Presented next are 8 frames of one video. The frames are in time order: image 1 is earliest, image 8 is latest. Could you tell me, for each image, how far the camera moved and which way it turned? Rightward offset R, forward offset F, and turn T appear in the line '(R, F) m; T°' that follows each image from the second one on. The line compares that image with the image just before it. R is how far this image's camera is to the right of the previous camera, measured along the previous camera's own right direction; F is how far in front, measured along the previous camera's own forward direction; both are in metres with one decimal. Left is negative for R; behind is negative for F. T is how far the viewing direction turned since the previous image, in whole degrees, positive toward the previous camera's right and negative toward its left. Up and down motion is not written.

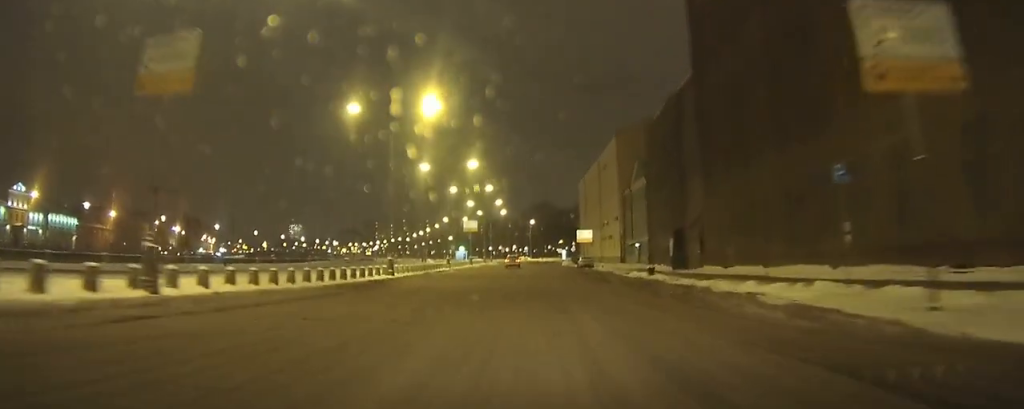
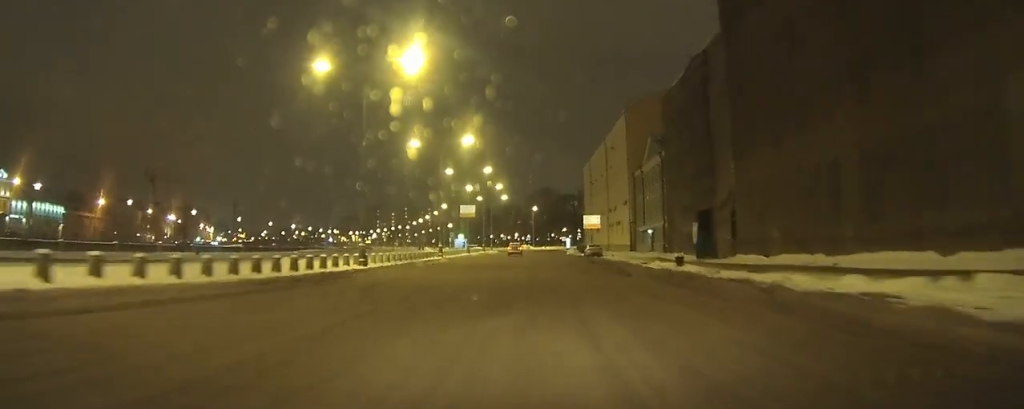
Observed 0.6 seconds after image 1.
(0.0, +5.2) m; -1°
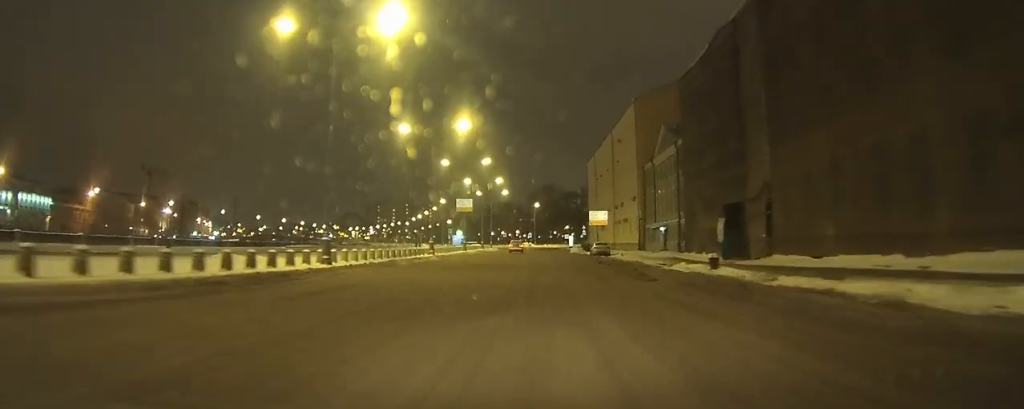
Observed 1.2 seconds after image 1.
(0.0, +4.2) m; -1°
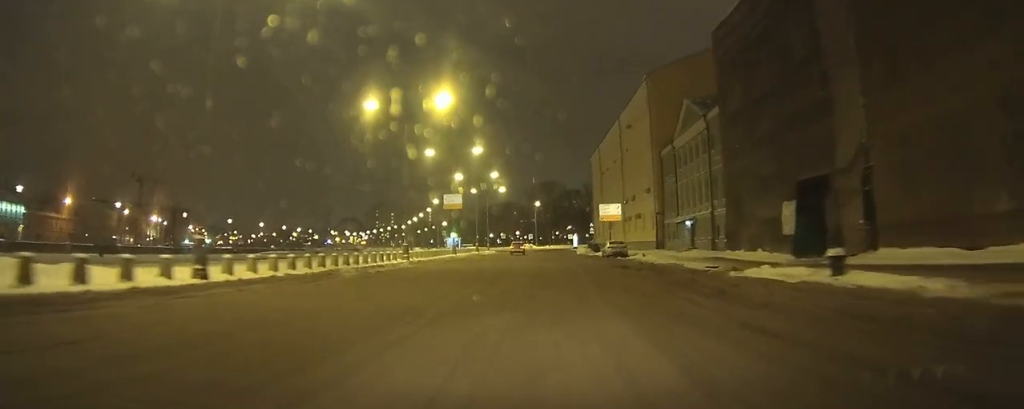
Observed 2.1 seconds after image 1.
(-0.1, +7.4) m; -1°
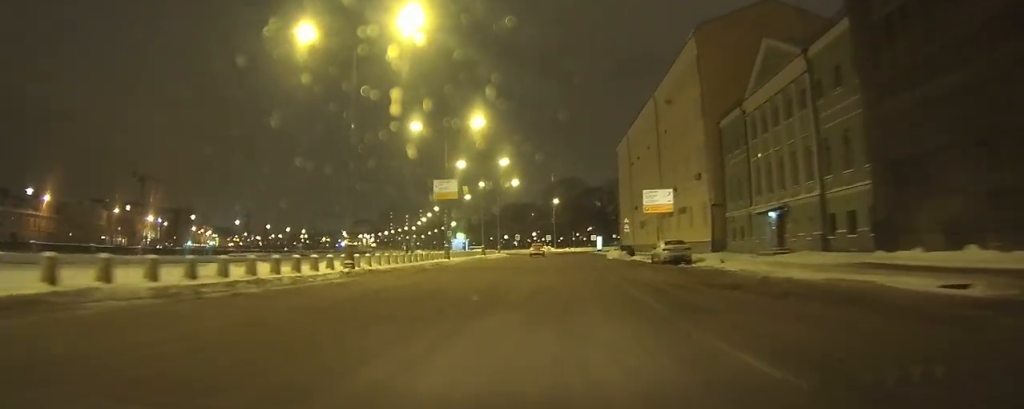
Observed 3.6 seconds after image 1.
(0.0, +13.0) m; +1°
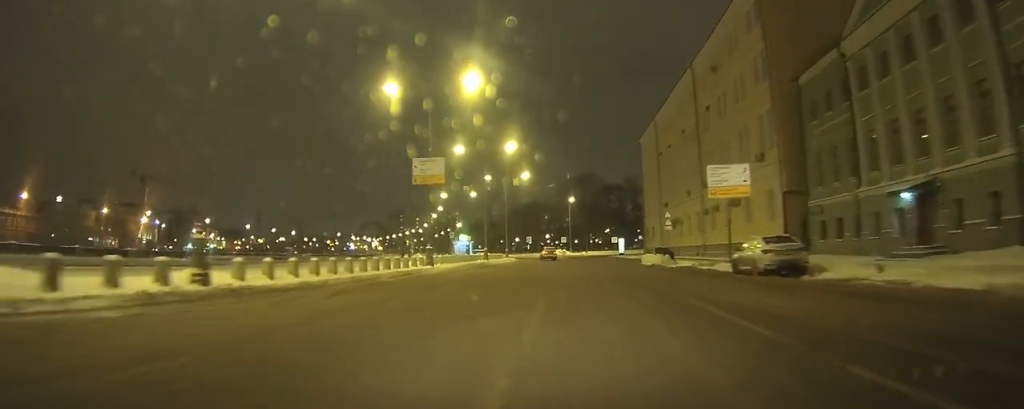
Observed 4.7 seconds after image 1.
(+0.2, +12.0) m; +1°
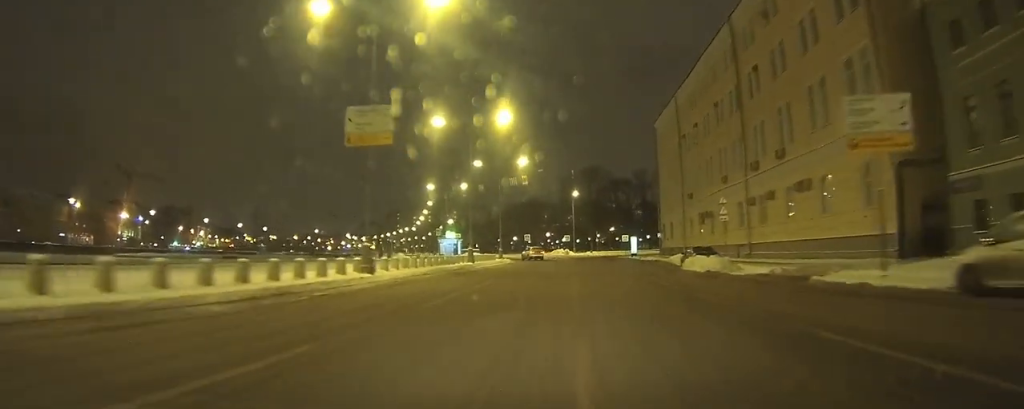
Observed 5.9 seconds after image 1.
(0.0, +12.6) m; -2°
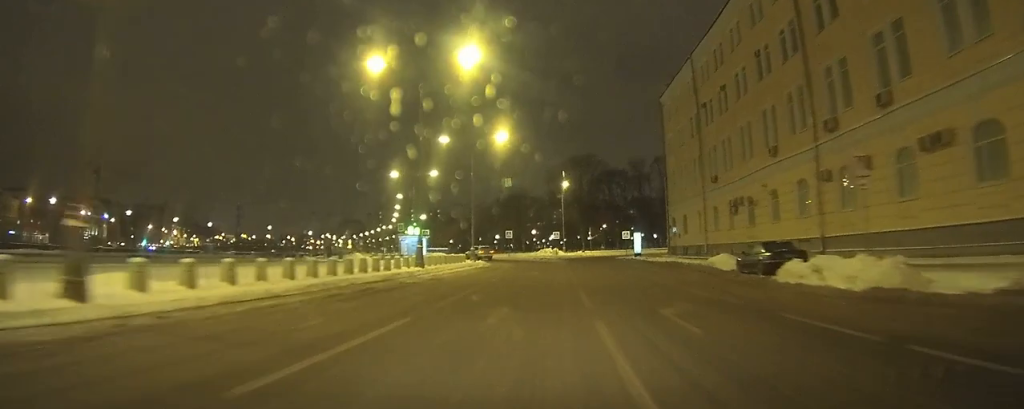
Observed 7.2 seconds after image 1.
(-0.4, +14.9) m; 0°
